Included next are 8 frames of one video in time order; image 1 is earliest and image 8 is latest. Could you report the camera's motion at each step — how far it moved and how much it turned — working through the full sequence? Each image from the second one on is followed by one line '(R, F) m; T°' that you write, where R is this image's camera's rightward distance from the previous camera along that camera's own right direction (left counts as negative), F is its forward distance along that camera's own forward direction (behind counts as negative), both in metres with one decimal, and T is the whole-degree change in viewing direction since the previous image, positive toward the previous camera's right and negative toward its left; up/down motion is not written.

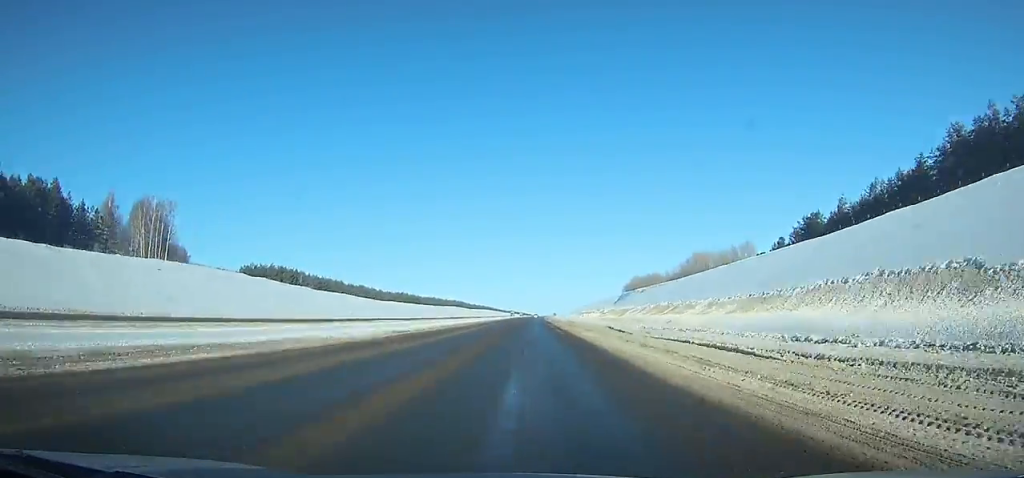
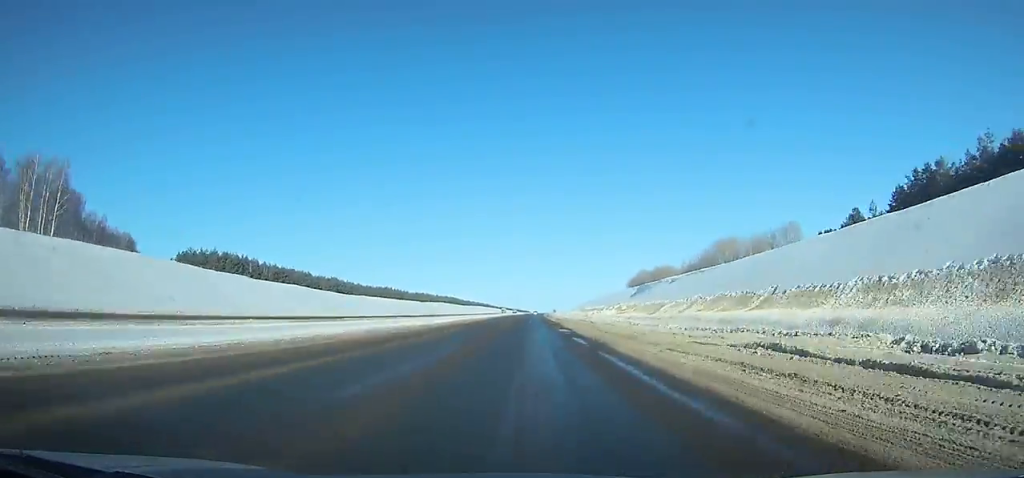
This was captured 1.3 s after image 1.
(+0.1, +37.2) m; 0°
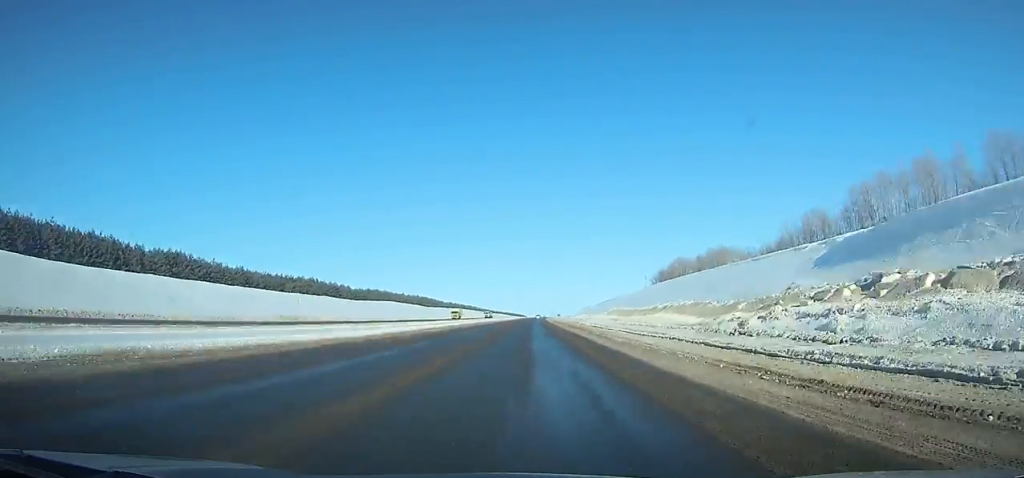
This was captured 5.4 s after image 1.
(+0.6, +109.9) m; 0°
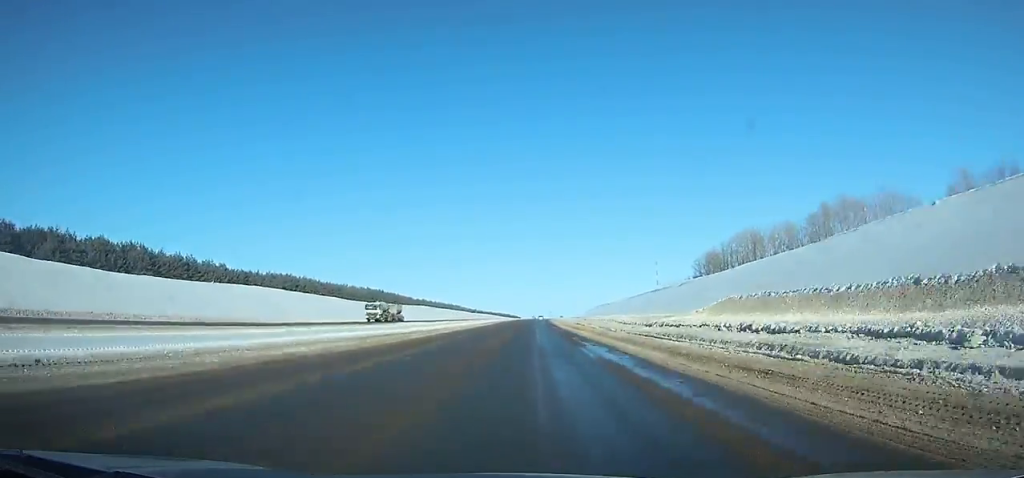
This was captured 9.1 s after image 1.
(+0.2, +96.0) m; 0°
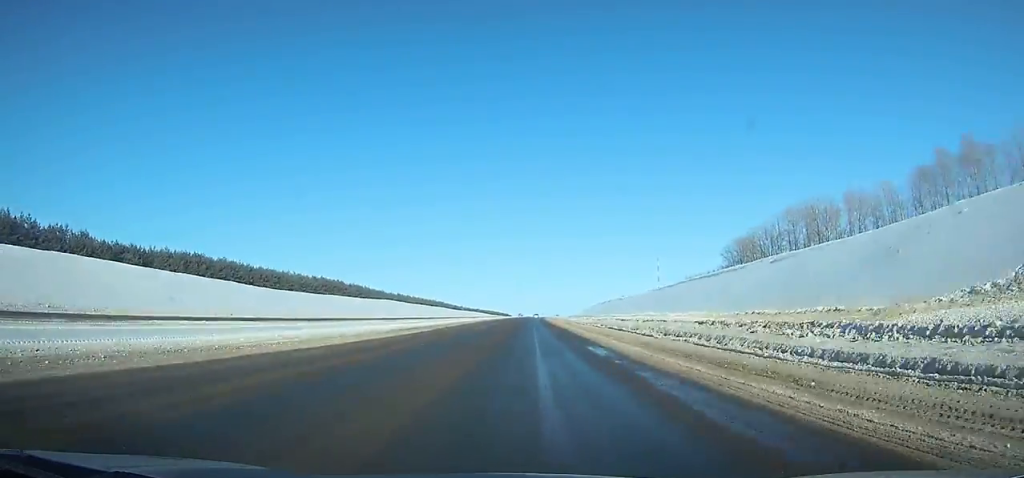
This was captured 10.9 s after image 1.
(0.0, +48.0) m; 0°
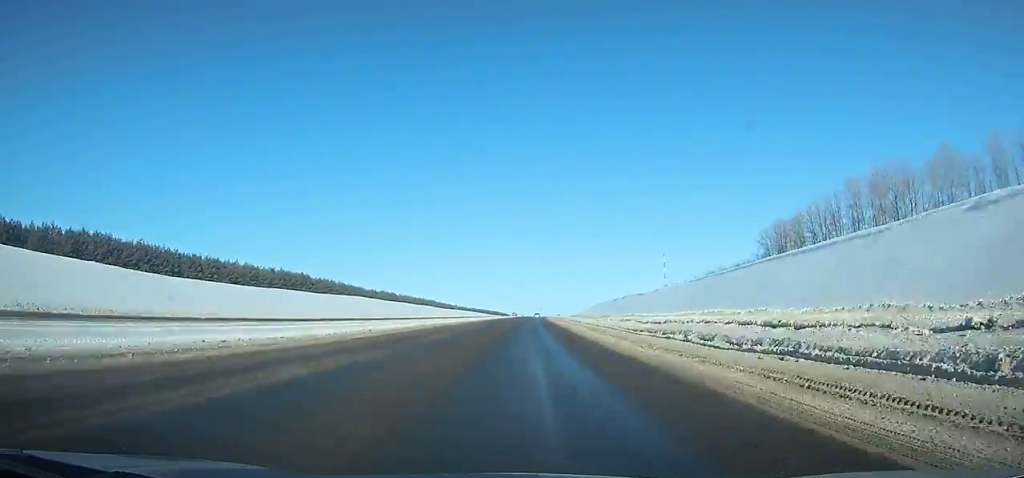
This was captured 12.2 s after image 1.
(+0.3, +36.1) m; 0°
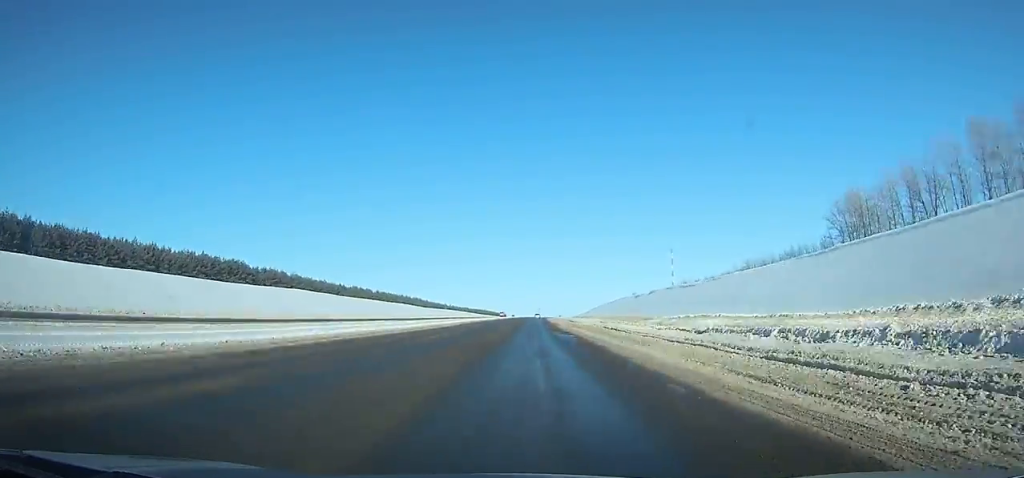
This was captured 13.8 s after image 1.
(+0.1, +44.6) m; 0°
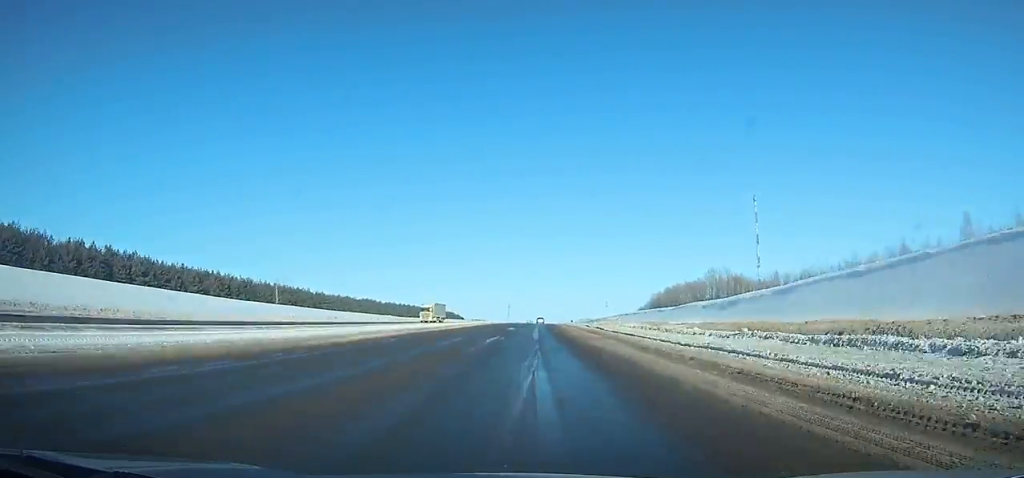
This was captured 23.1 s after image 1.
(+4.2, +275.8) m; +2°
